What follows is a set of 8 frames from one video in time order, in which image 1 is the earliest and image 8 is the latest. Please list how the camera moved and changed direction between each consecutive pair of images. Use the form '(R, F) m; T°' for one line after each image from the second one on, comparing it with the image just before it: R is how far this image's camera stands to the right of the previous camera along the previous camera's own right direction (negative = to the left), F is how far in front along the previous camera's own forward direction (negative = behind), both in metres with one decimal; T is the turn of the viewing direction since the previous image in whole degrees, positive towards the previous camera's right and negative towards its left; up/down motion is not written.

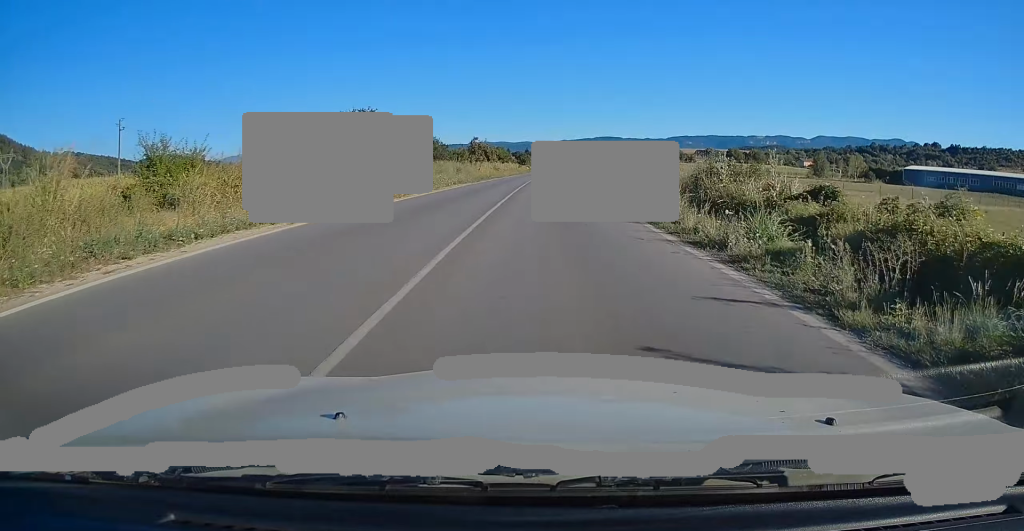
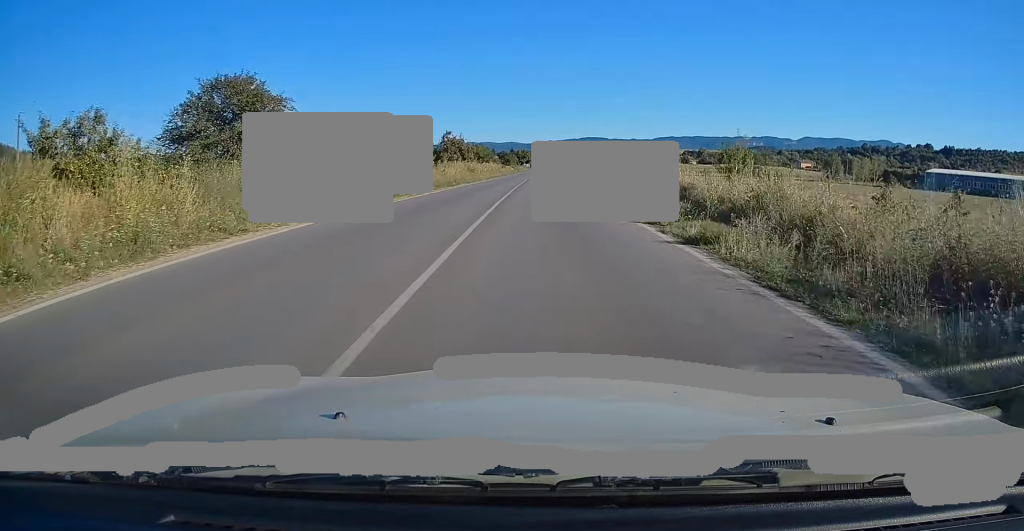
(+0.3, +20.2) m; +1°
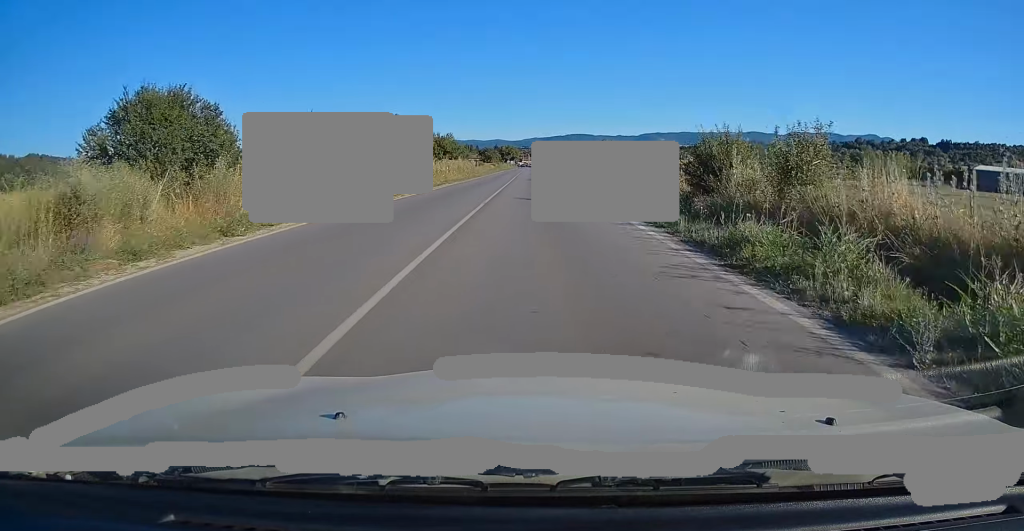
(+0.3, +29.0) m; +1°
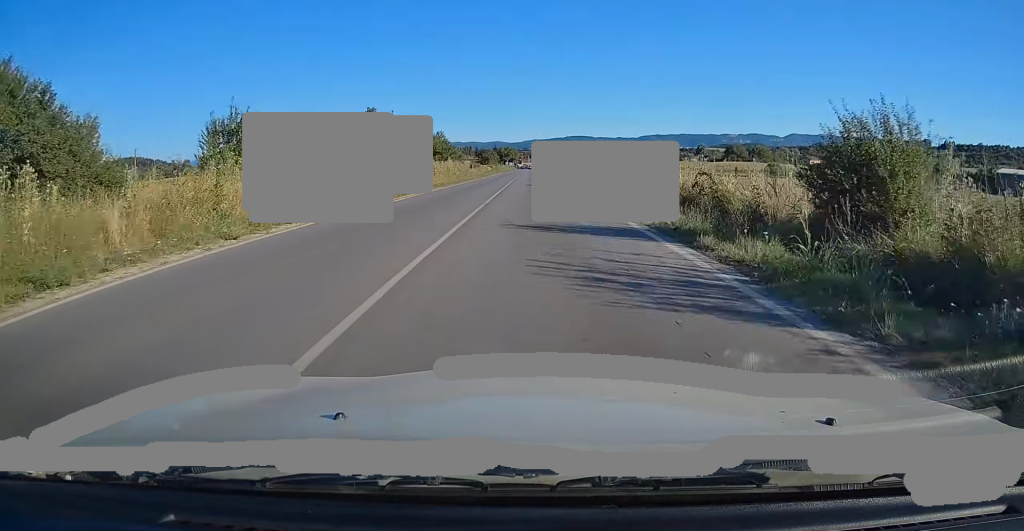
(0.0, +9.6) m; 0°
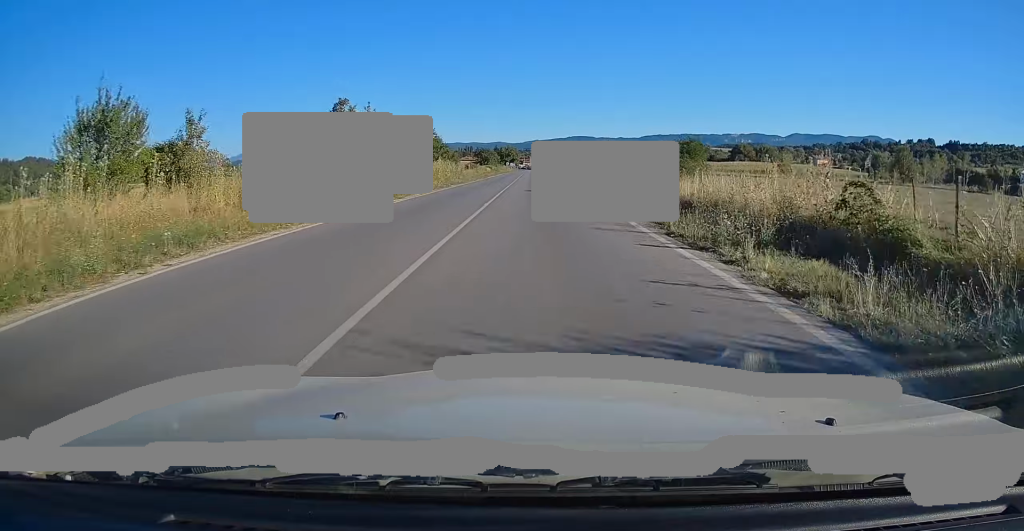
(0.0, +8.9) m; 0°
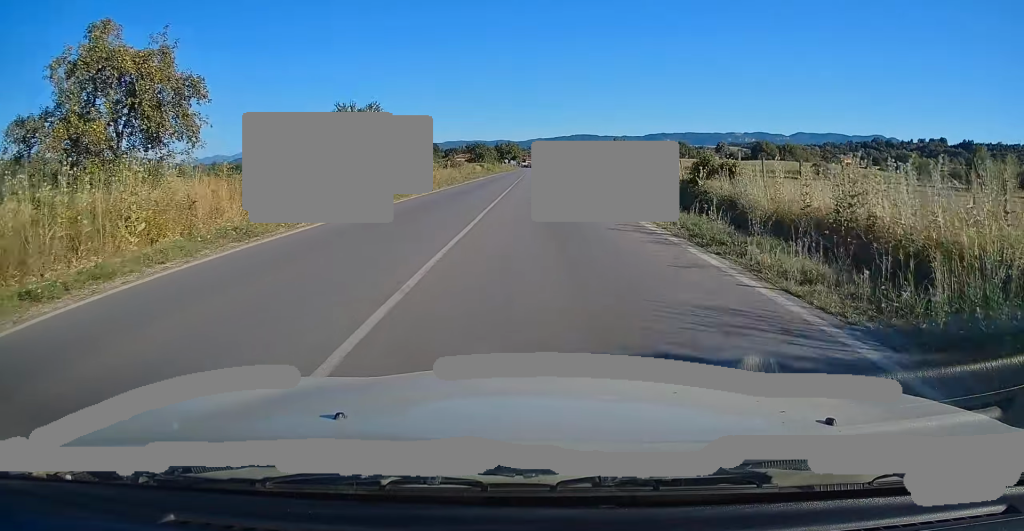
(-0.2, +28.9) m; 0°
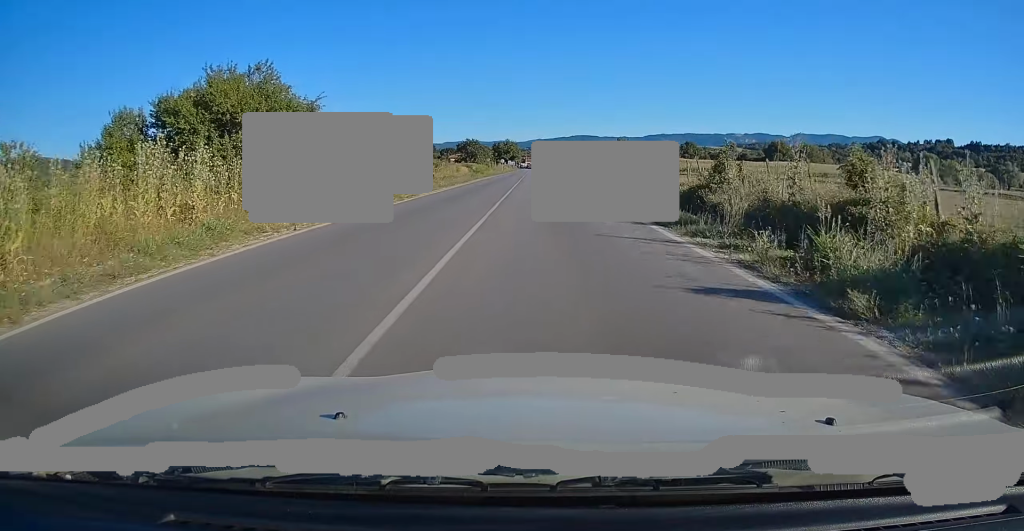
(+0.3, +20.0) m; 0°
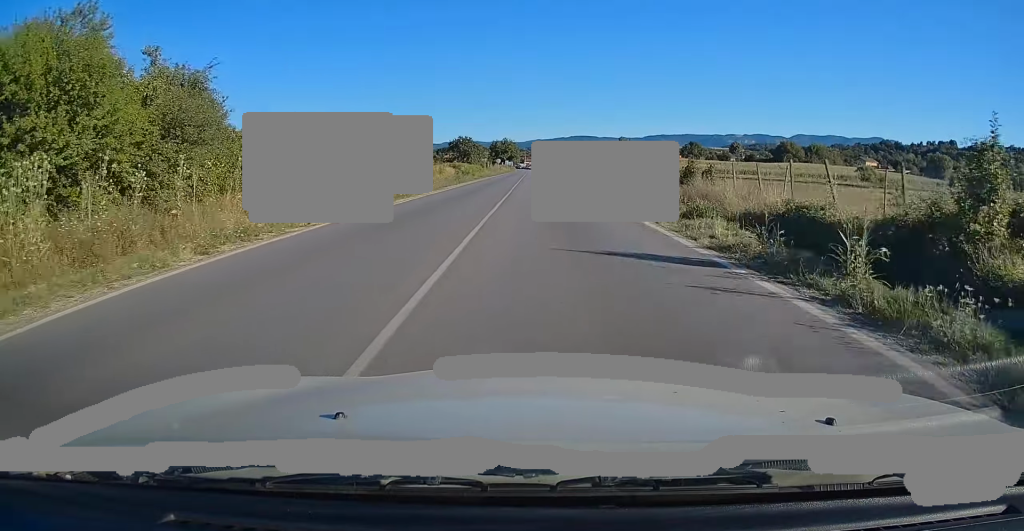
(-0.2, +12.2) m; 0°
